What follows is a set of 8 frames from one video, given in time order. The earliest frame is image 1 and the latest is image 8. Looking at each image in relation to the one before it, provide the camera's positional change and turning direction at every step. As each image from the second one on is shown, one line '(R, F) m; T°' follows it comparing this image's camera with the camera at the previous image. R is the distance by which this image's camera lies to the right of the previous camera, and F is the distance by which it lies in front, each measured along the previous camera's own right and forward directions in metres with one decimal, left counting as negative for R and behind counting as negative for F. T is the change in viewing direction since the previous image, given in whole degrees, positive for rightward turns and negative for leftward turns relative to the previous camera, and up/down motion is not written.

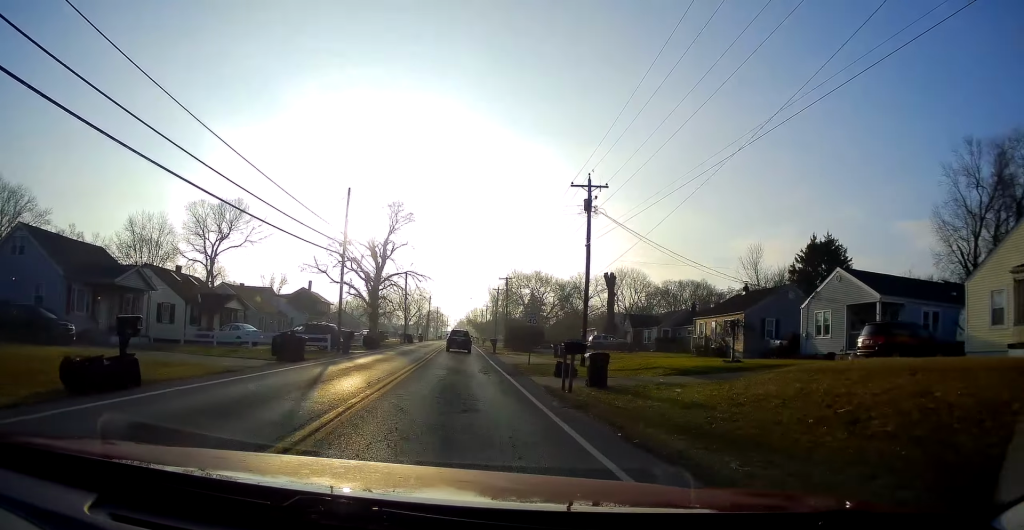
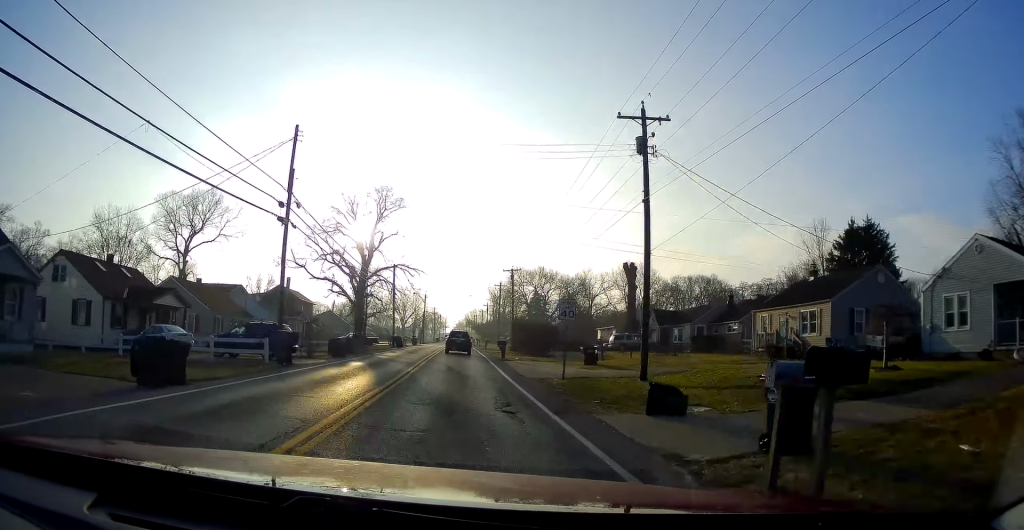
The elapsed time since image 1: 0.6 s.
(+0.3, +10.8) m; +1°
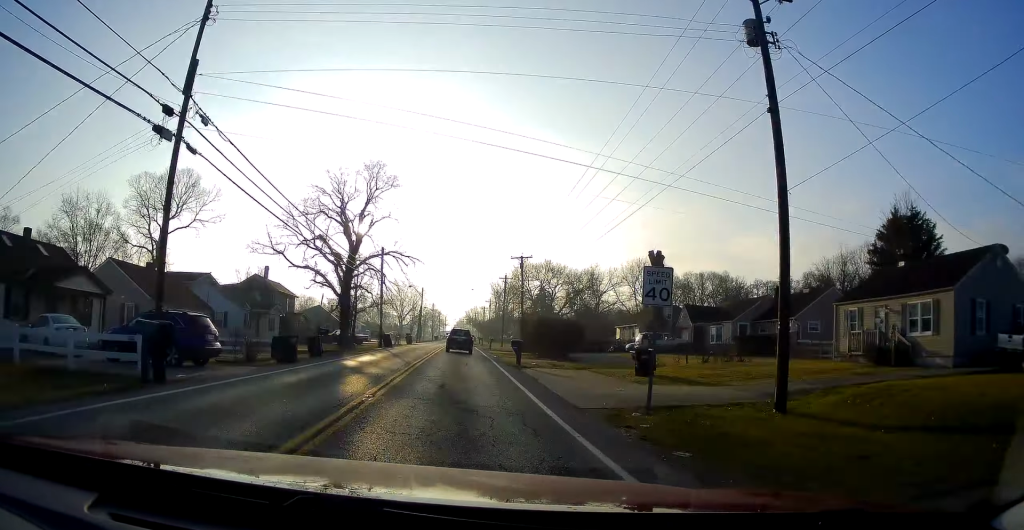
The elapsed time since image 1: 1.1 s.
(+0.1, +9.6) m; 0°
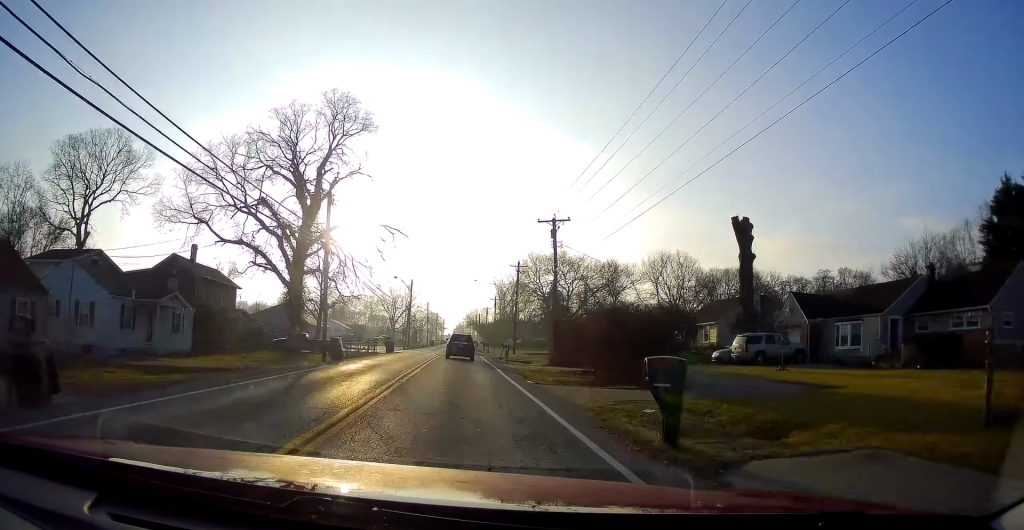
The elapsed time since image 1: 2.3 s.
(-0.4, +20.3) m; -1°
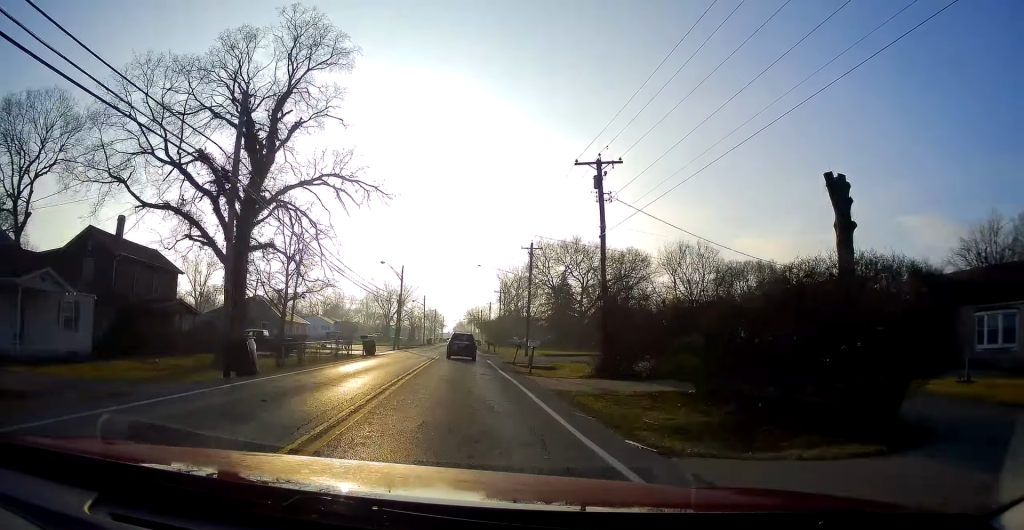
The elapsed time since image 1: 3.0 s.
(-0.2, +12.6) m; 0°
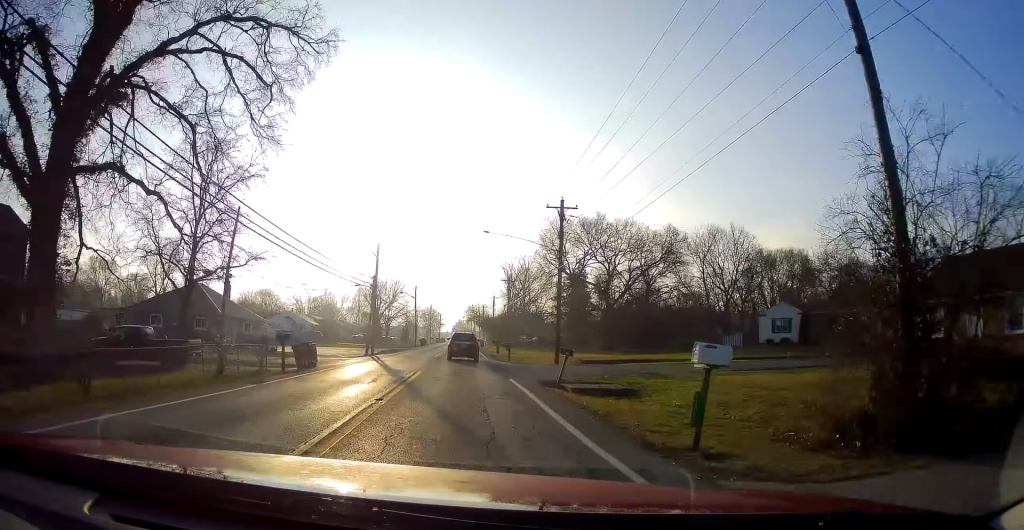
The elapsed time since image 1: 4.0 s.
(+0.3, +18.1) m; +2°
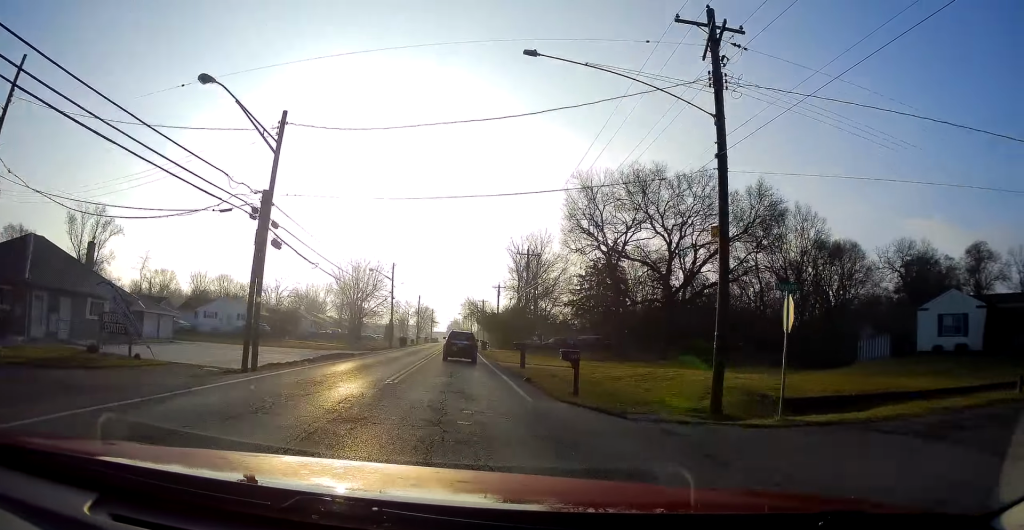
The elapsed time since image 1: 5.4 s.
(-0.1, +25.6) m; -1°
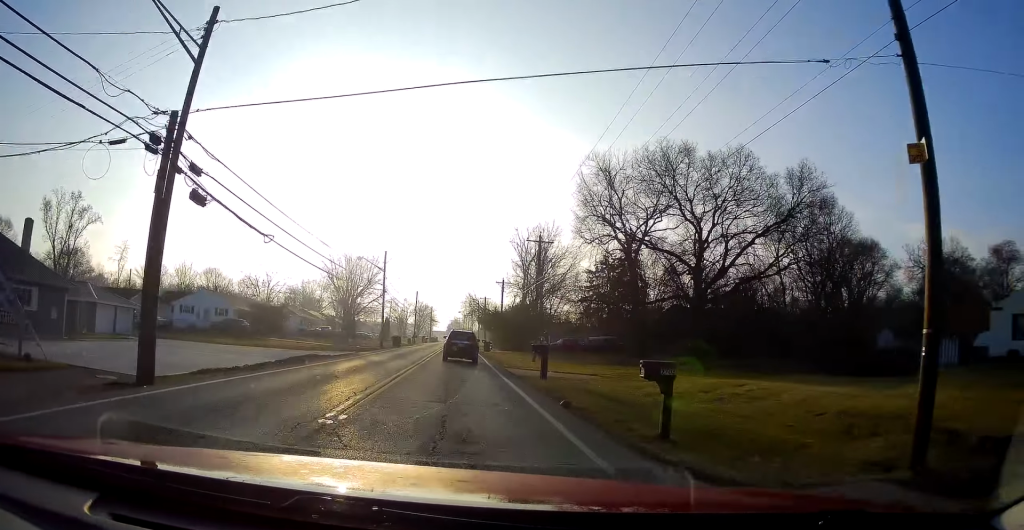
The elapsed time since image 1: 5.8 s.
(-0.2, +7.3) m; 0°
